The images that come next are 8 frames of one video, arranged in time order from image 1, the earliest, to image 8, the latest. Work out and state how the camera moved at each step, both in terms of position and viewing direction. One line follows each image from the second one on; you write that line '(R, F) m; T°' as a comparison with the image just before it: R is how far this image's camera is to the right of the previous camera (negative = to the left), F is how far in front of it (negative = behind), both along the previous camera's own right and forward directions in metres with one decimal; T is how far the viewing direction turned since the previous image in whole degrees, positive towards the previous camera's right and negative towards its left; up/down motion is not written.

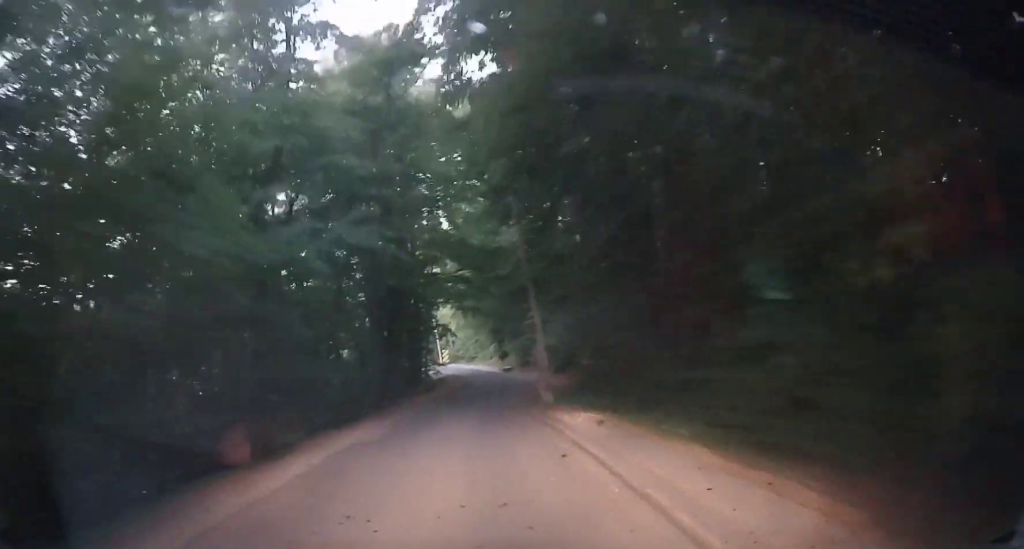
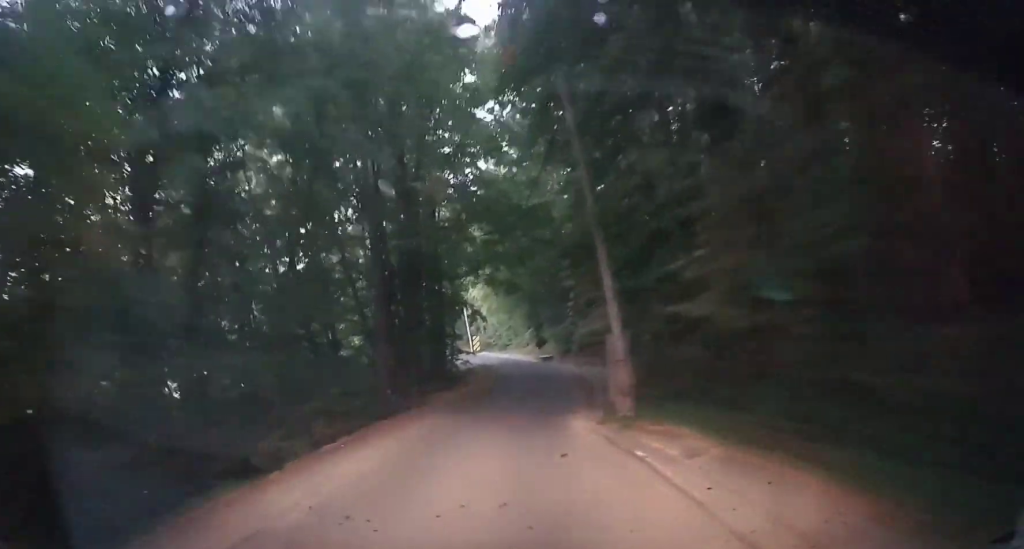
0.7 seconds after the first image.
(+0.1, +4.3) m; -1°
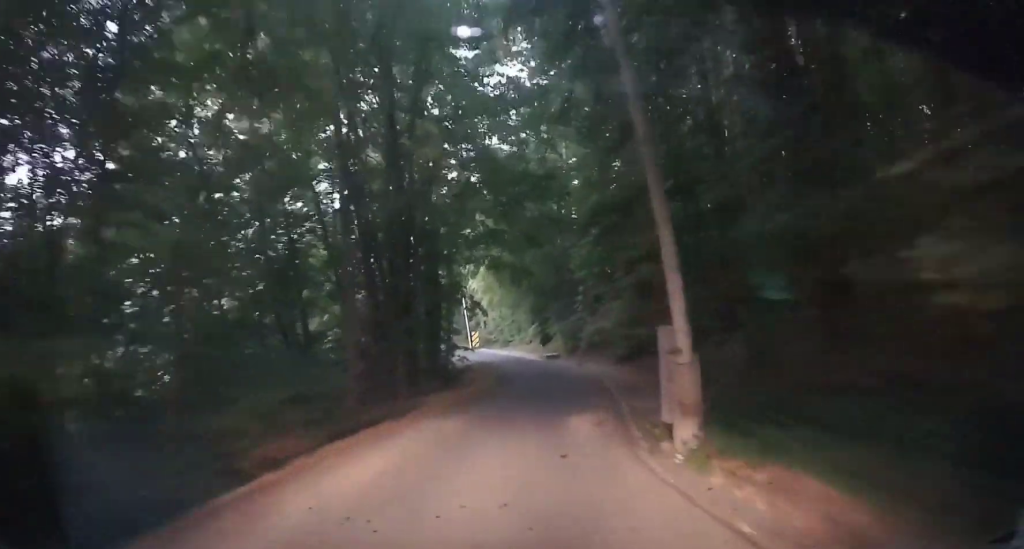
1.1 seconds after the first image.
(-0.1, +2.6) m; -1°
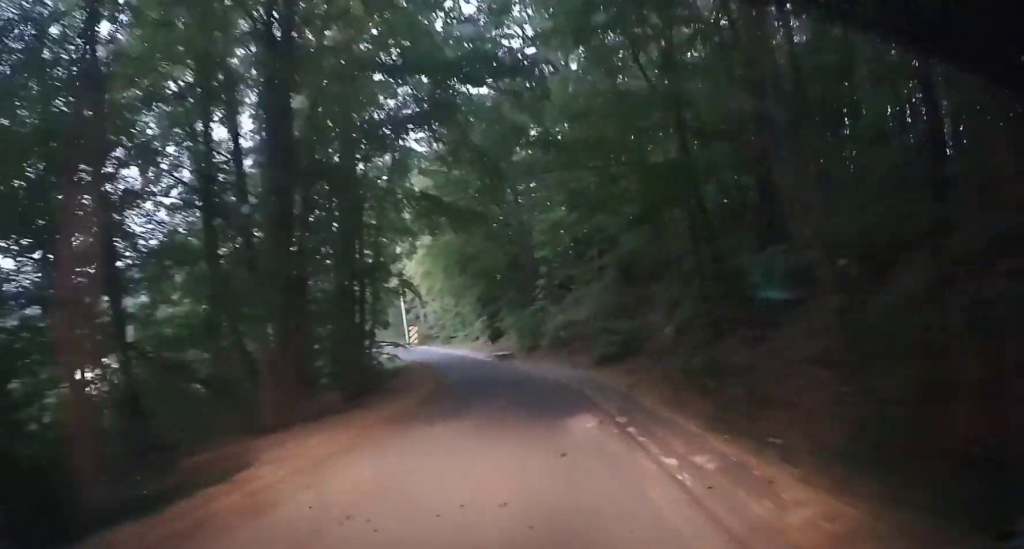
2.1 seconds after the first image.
(-0.1, +5.7) m; -1°
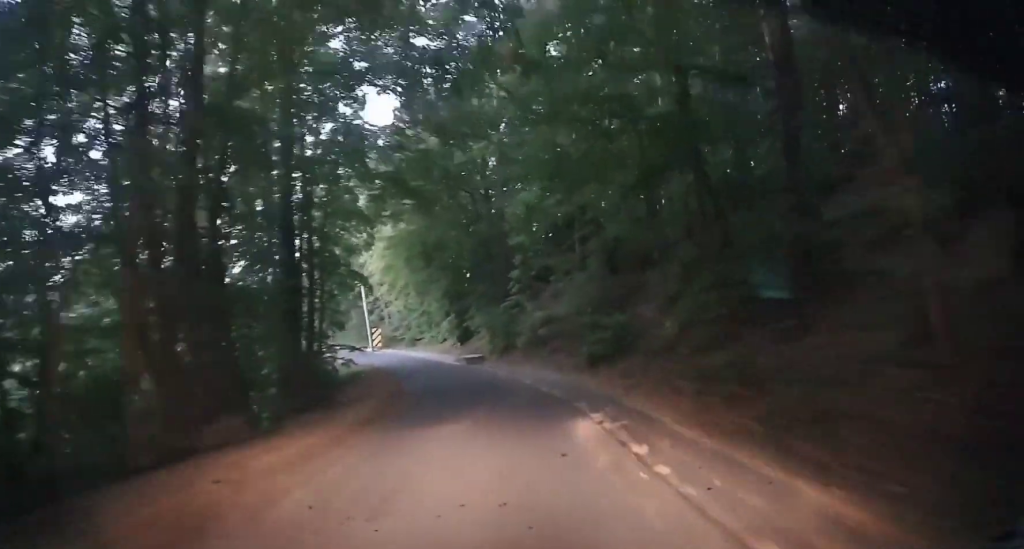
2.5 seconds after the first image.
(0.0, +2.9) m; +1°
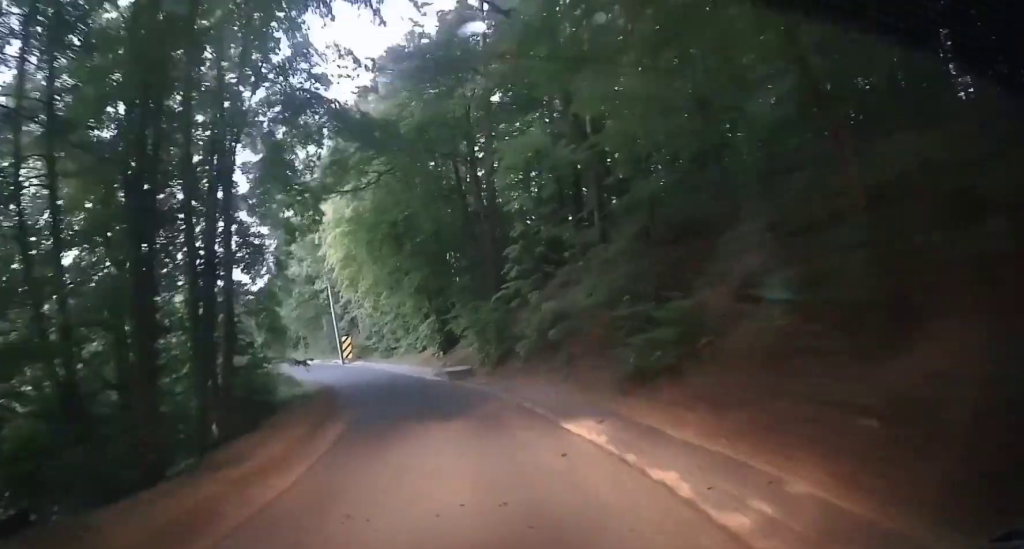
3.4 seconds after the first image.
(+0.2, +6.7) m; +2°
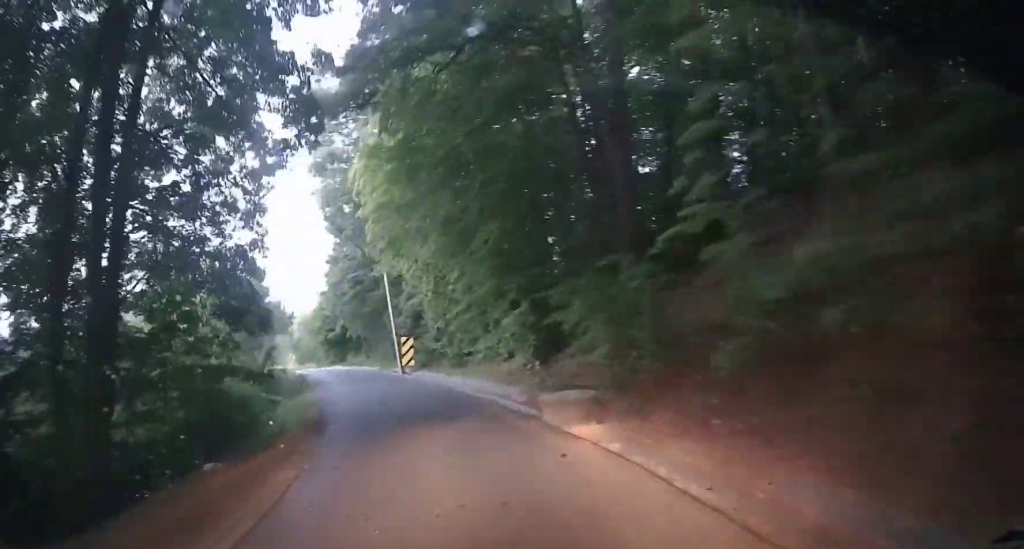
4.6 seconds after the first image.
(+0.3, +11.2) m; 0°
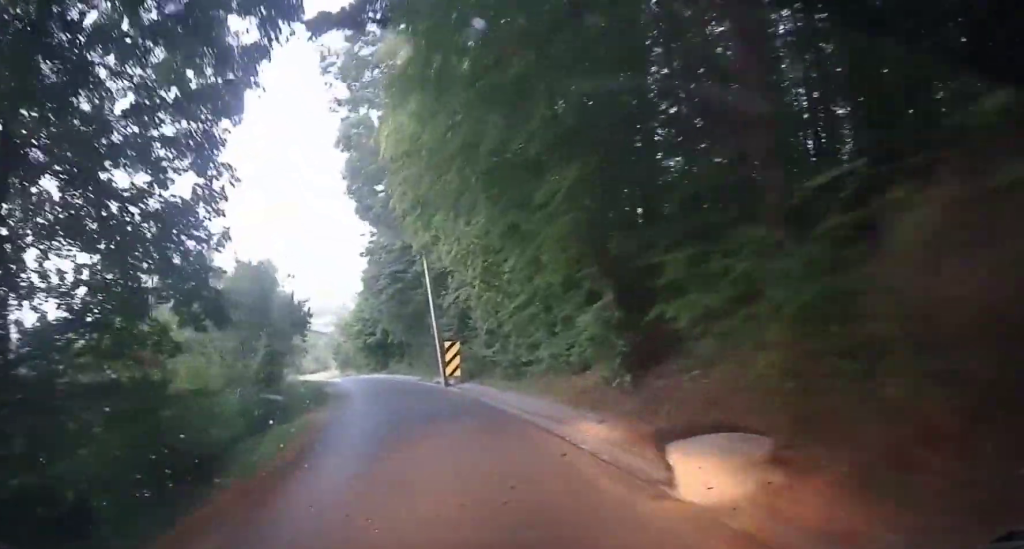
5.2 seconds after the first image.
(-0.1, +6.2) m; -4°
